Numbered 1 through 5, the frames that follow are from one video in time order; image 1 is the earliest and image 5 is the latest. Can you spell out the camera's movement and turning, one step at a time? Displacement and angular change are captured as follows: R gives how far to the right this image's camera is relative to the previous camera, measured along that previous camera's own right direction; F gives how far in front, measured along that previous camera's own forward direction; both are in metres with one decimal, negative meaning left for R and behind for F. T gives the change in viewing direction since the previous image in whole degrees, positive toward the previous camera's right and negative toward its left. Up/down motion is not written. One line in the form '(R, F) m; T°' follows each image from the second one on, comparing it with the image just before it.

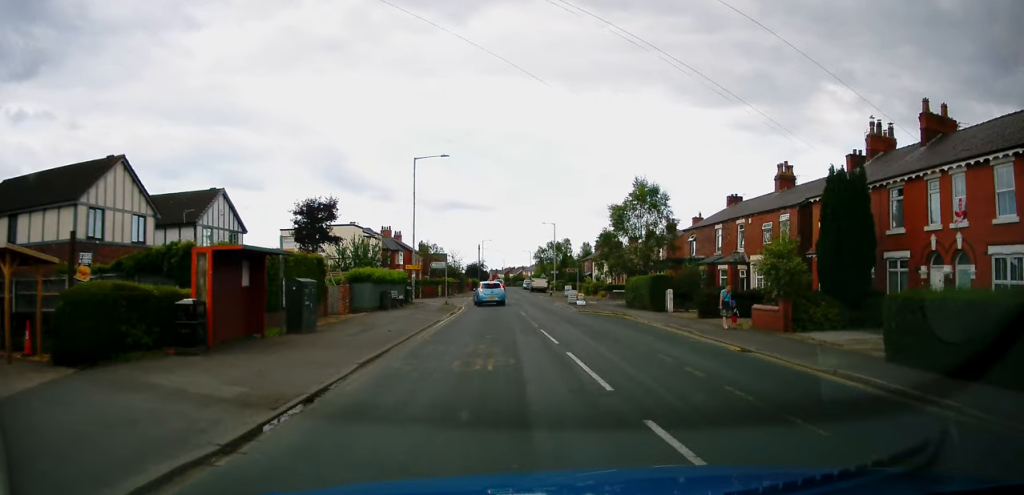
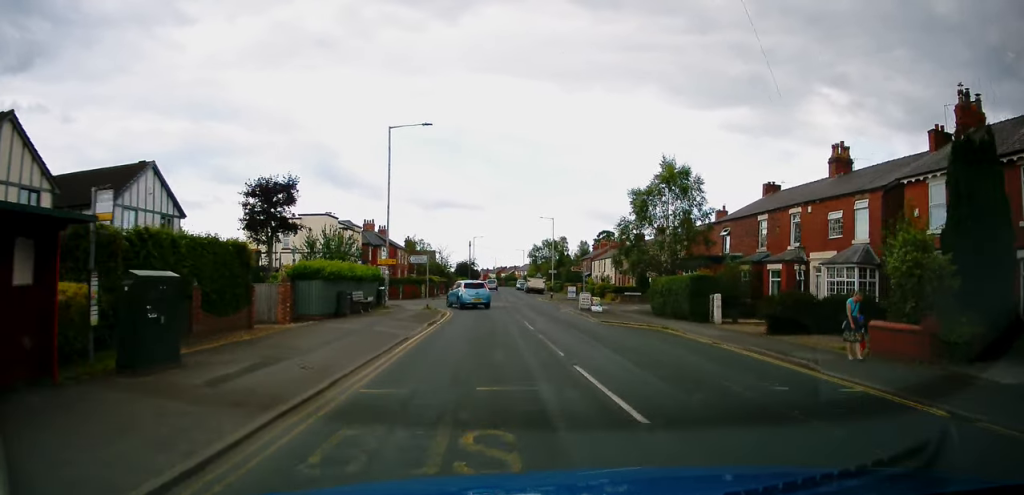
(+0.2, +8.3) m; +1°
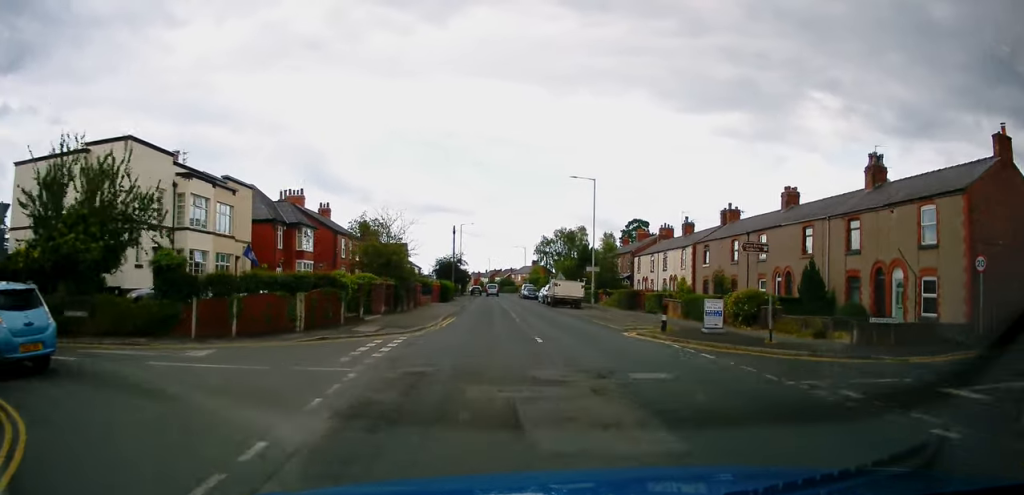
(+0.5, +33.3) m; +1°
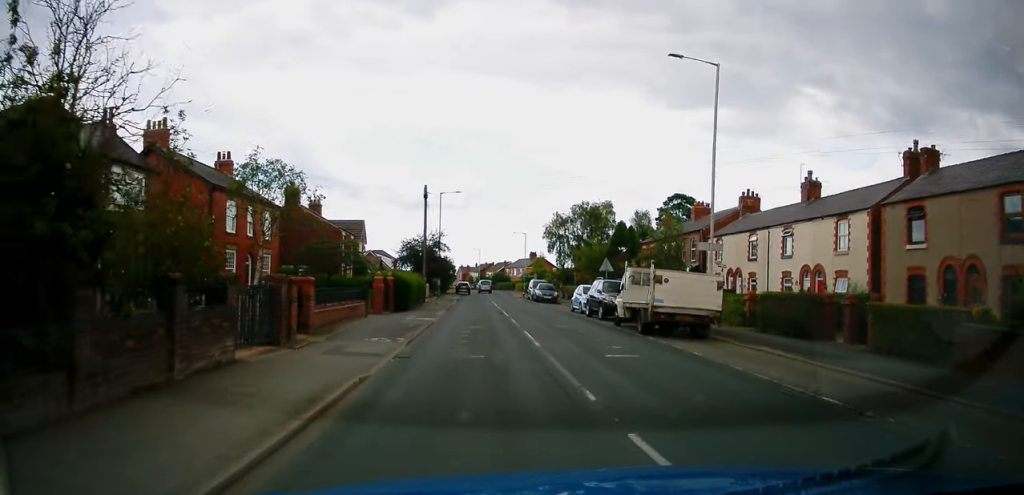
(+0.1, +25.0) m; 0°
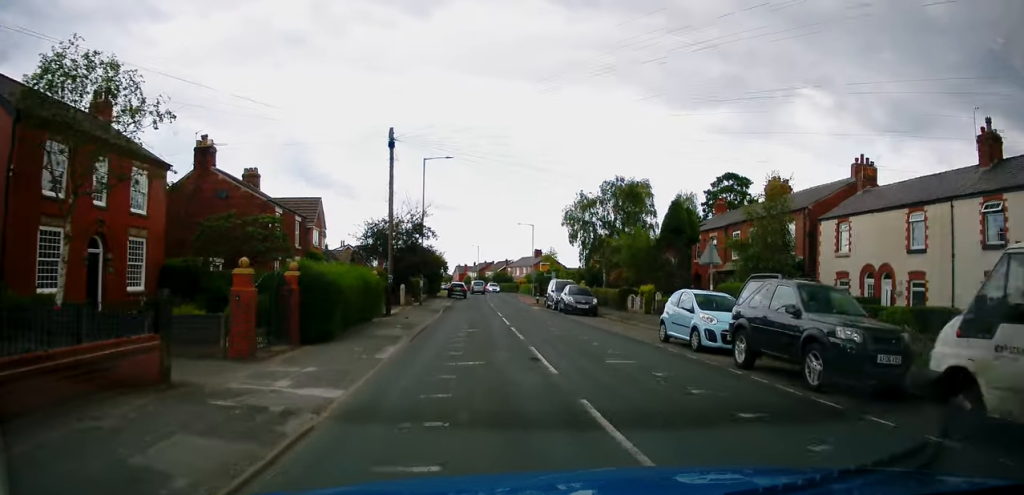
(+0.2, +16.0) m; +1°
